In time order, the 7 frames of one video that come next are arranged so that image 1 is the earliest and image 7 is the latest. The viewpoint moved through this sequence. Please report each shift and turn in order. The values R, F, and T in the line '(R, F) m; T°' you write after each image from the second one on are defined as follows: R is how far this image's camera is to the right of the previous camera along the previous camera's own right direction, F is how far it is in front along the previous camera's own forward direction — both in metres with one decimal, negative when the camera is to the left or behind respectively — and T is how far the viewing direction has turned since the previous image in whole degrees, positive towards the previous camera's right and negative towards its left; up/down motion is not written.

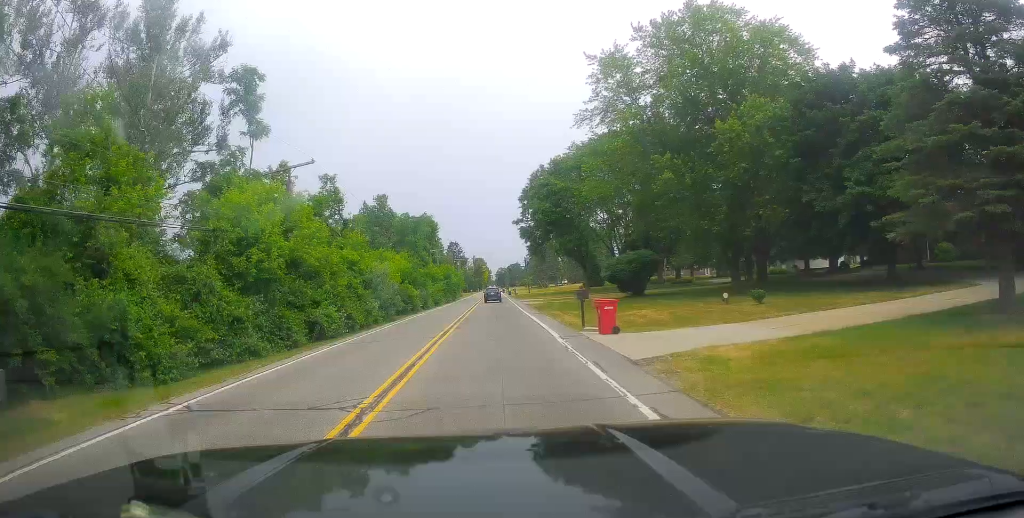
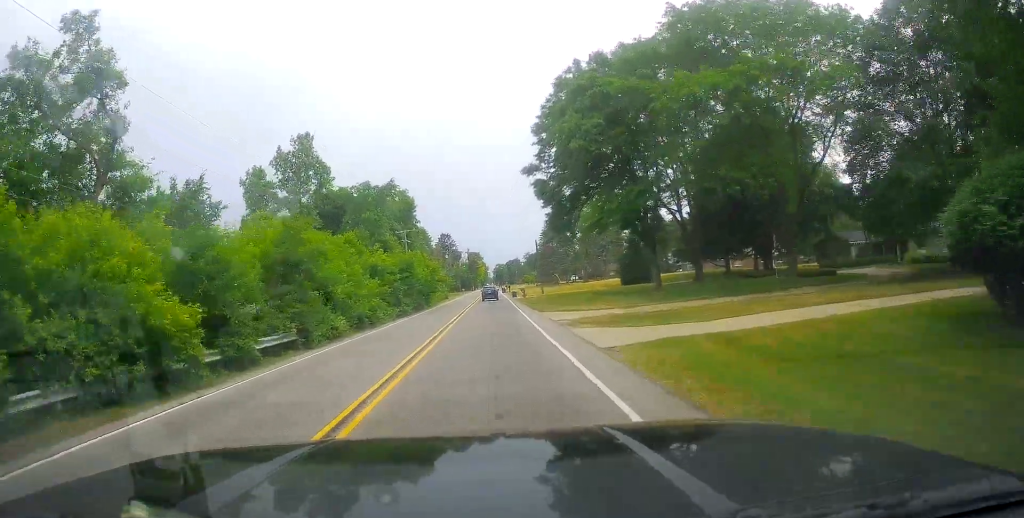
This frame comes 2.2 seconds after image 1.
(-0.2, +36.5) m; +1°
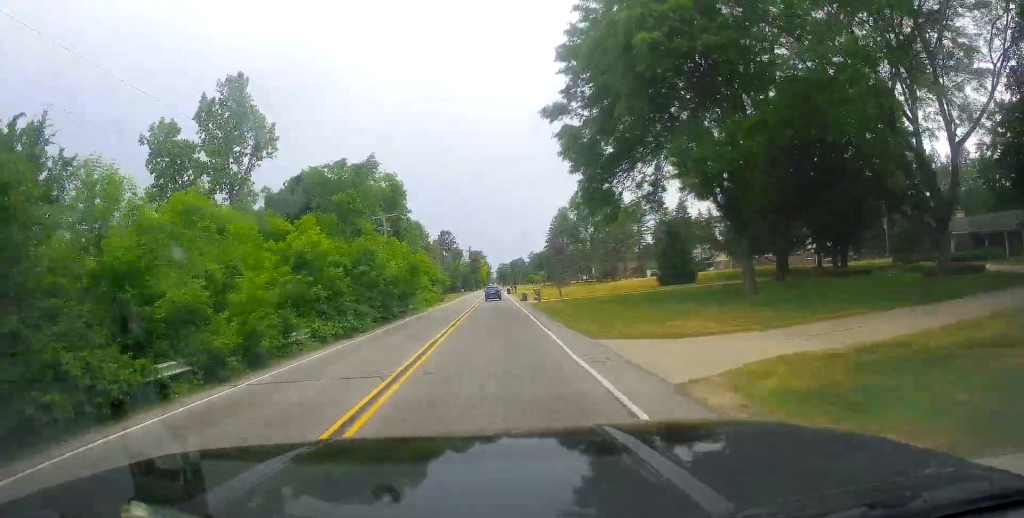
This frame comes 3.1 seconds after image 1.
(-0.1, +16.5) m; 0°
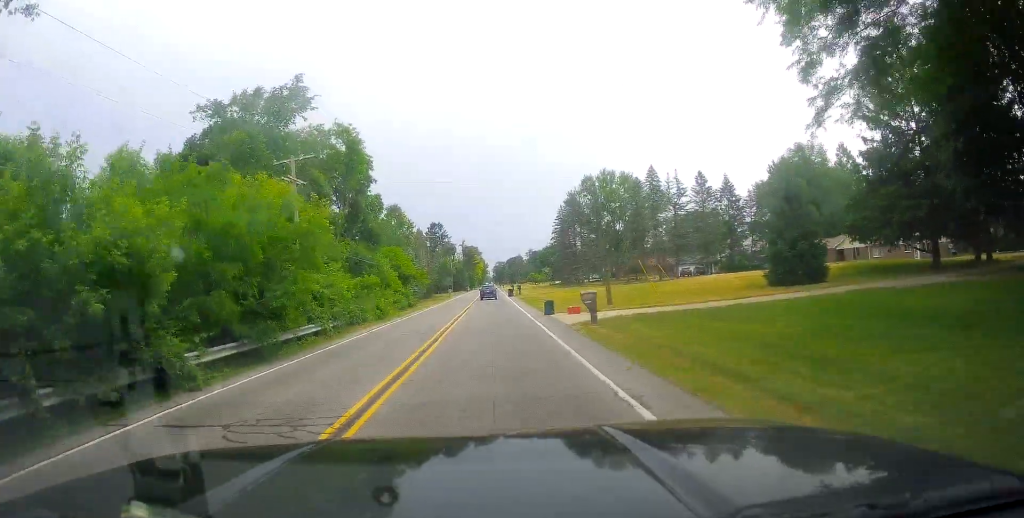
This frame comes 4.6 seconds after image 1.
(+0.1, +26.7) m; -1°
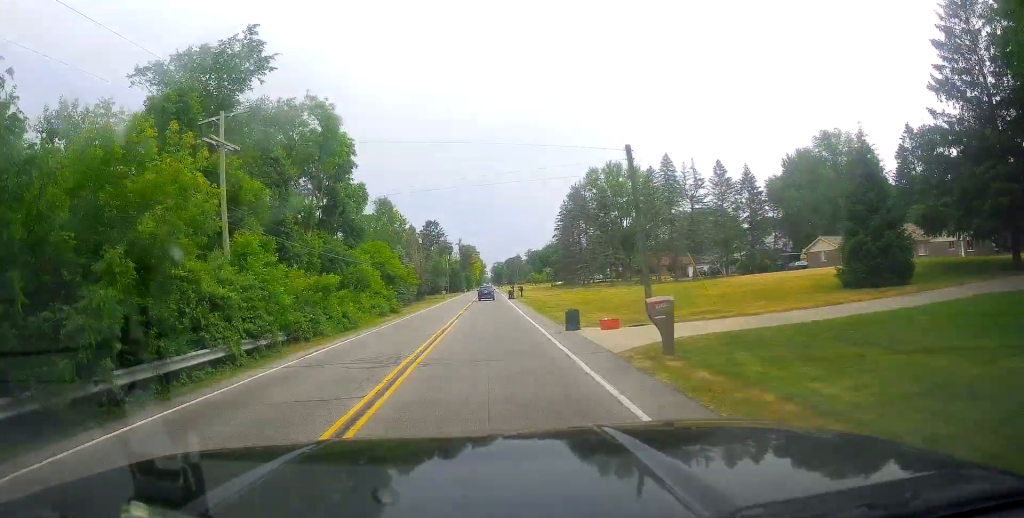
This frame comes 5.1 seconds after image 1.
(-0.4, +9.2) m; 0°
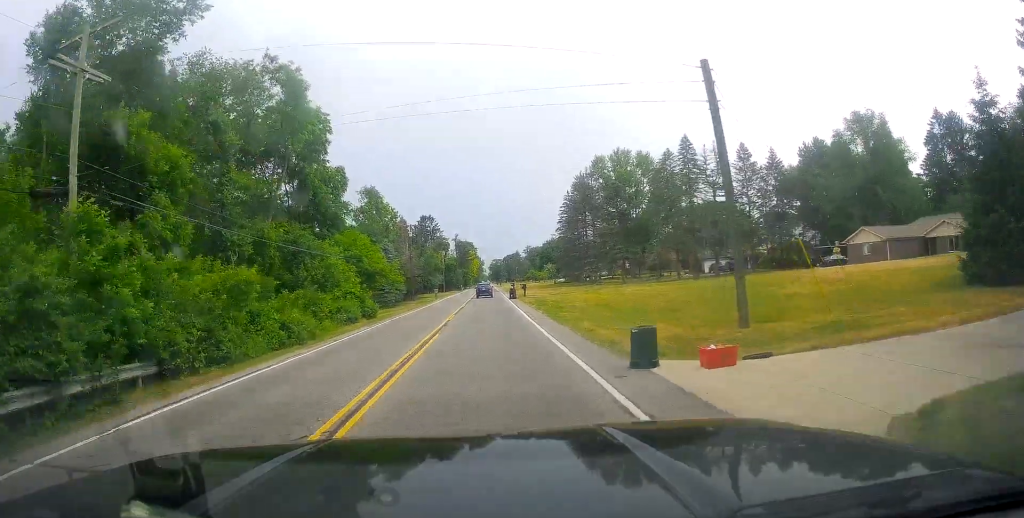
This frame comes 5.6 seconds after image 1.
(-0.2, +9.7) m; 0°
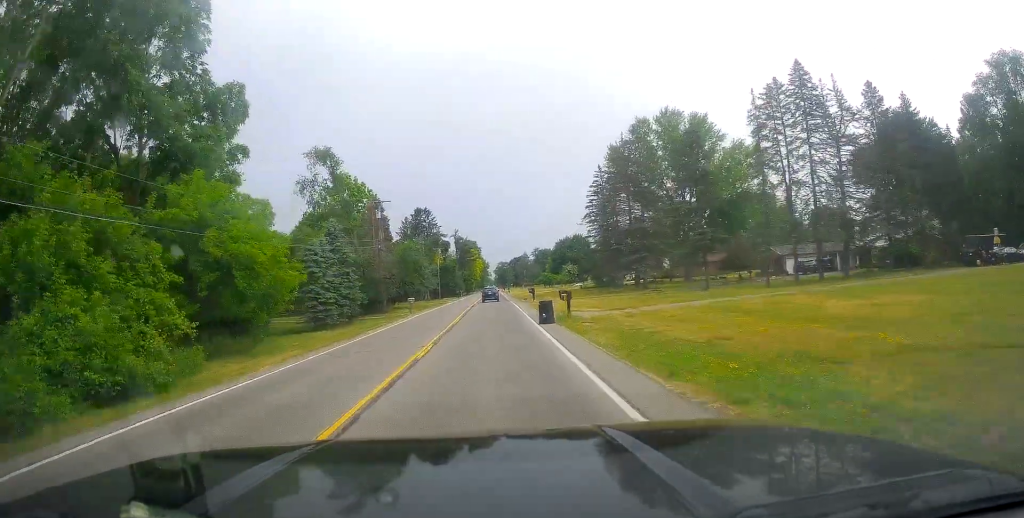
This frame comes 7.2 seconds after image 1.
(0.0, +29.1) m; 0°
